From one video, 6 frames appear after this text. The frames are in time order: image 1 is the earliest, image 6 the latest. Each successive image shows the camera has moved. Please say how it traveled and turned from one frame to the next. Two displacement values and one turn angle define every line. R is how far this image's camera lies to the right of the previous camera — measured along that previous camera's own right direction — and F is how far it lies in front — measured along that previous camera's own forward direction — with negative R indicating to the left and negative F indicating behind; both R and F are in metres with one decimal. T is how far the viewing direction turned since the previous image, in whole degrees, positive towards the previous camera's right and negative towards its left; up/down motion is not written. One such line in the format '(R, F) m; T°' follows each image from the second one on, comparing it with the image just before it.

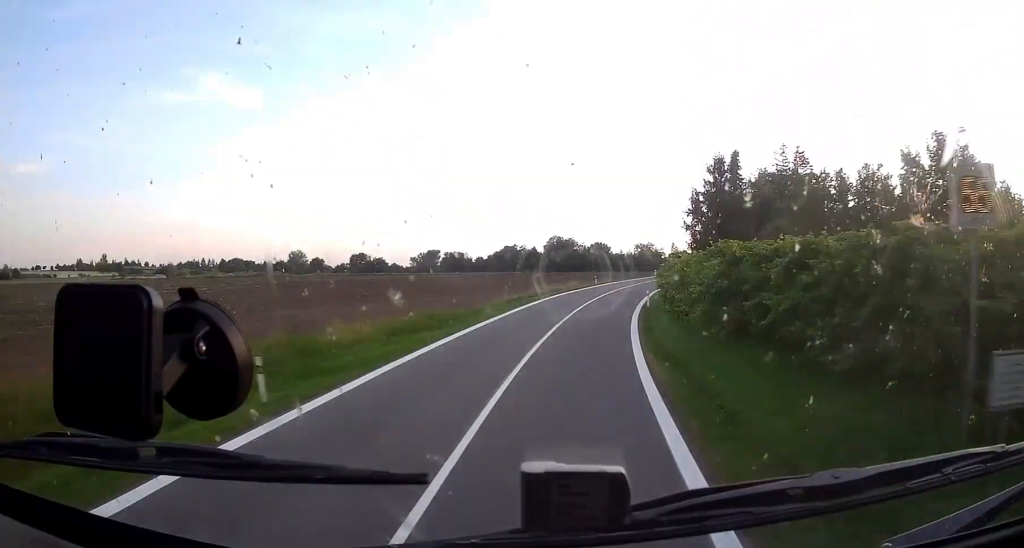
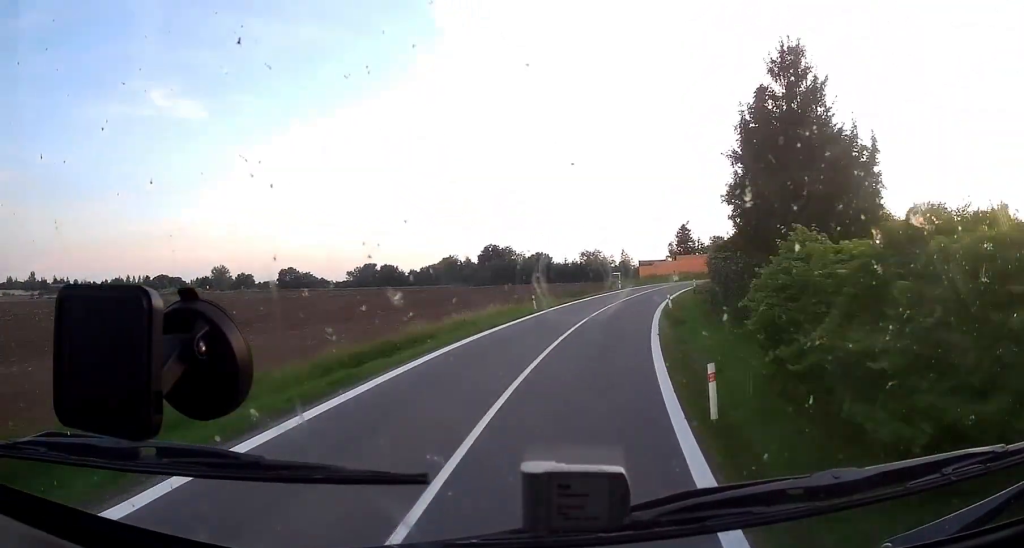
(+1.6, +25.0) m; +7°
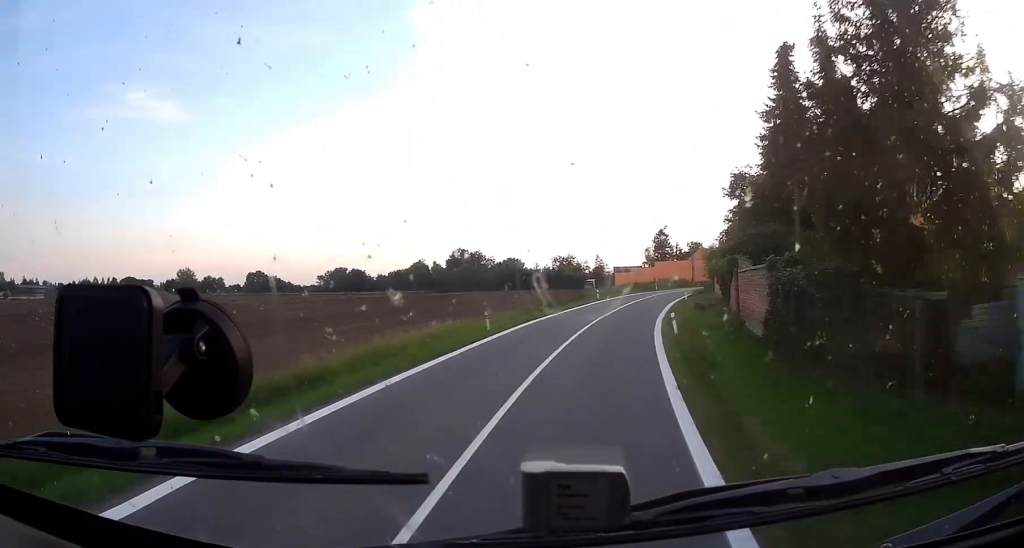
(+0.2, +8.9) m; +2°
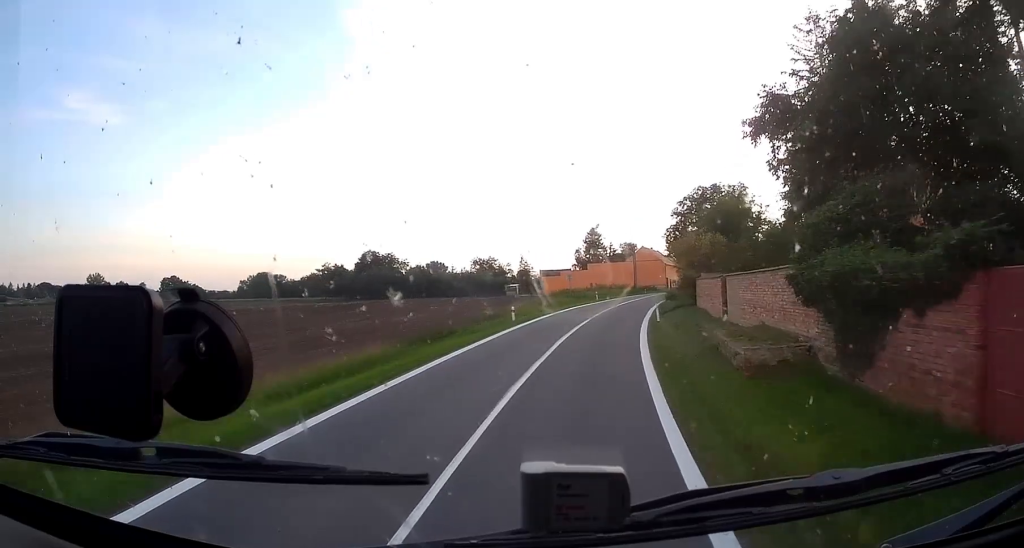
(+0.4, +19.9) m; +5°
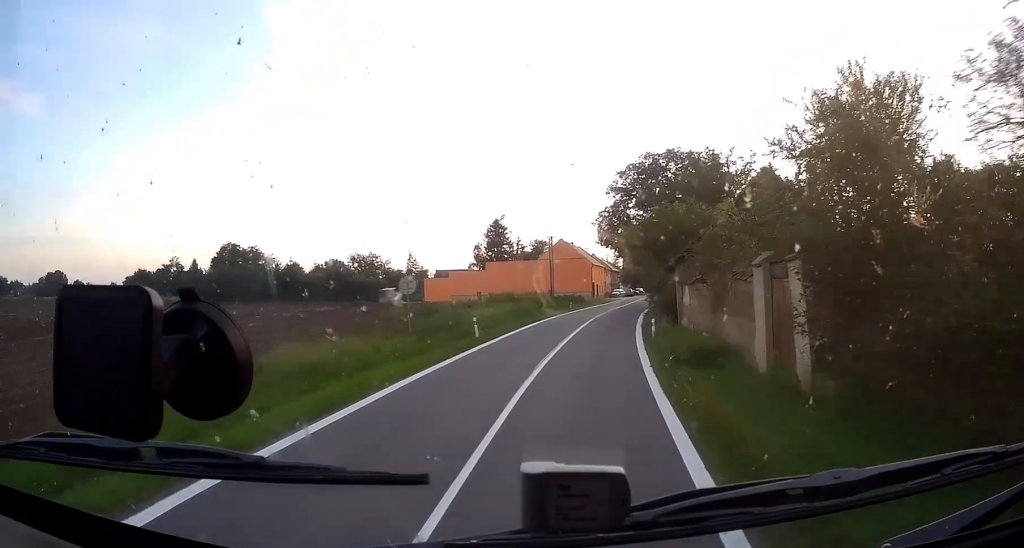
(+2.9, +33.3) m; +10°
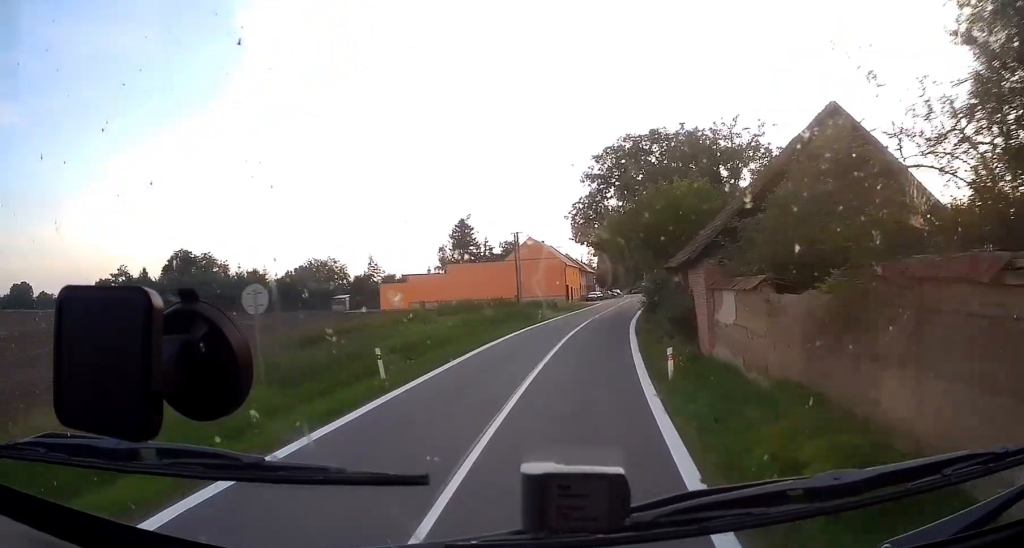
(+0.4, +10.0) m; +3°
